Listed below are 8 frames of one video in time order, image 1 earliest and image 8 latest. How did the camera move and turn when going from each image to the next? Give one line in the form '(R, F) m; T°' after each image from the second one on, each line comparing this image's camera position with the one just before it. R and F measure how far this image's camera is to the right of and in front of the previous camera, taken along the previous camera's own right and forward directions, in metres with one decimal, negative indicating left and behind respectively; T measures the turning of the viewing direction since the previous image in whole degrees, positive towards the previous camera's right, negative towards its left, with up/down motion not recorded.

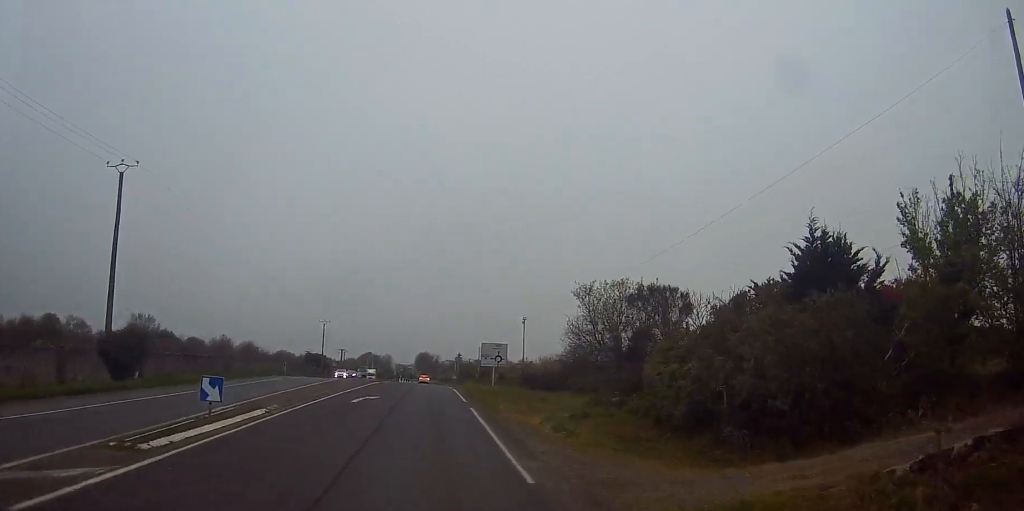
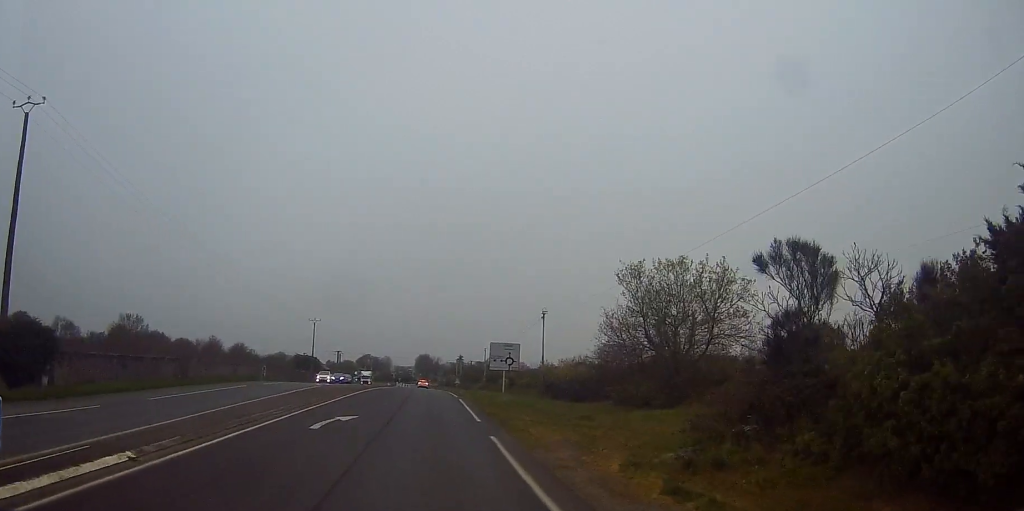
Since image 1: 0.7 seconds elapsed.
(0.0, +11.3) m; 0°
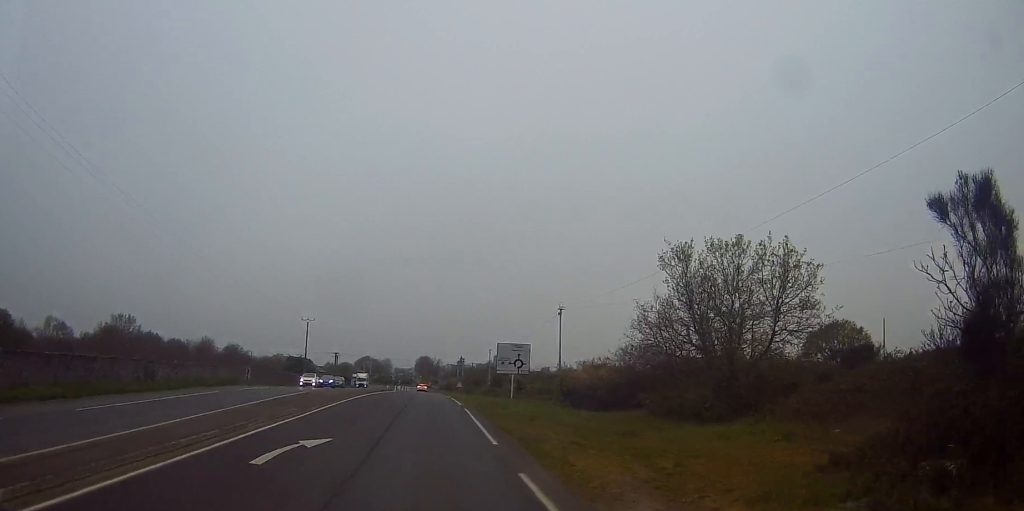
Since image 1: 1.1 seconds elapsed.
(0.0, +7.1) m; 0°
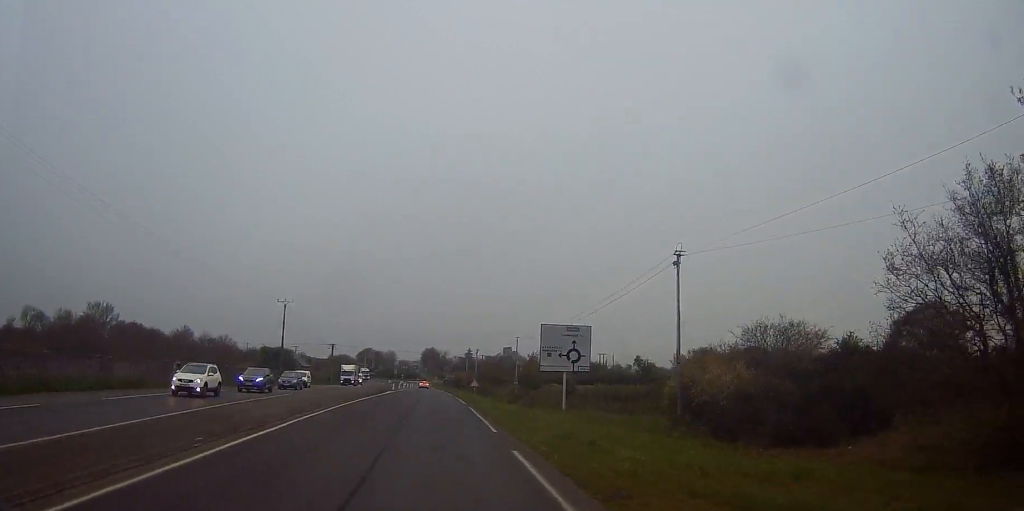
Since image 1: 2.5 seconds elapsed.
(-0.4, +22.1) m; -1°
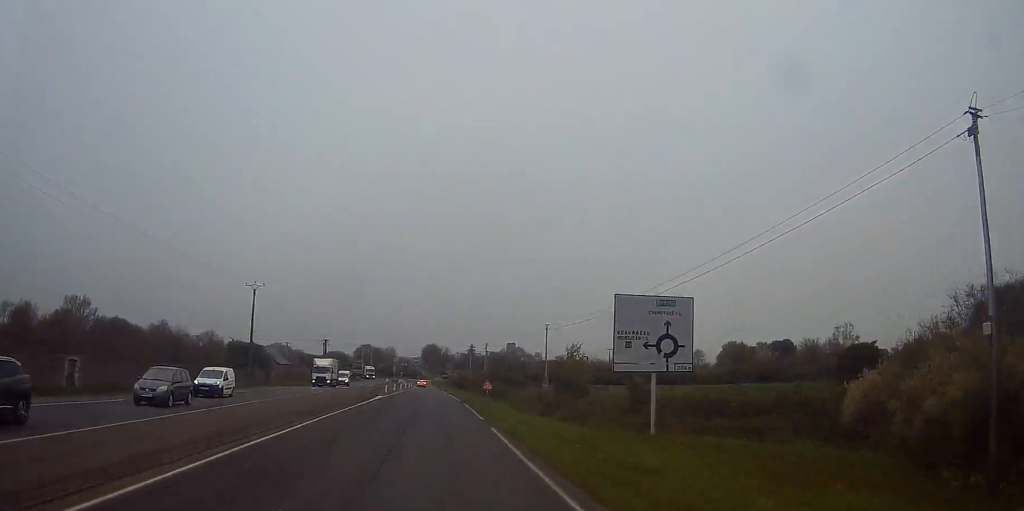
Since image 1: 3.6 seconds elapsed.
(0.0, +16.3) m; 0°
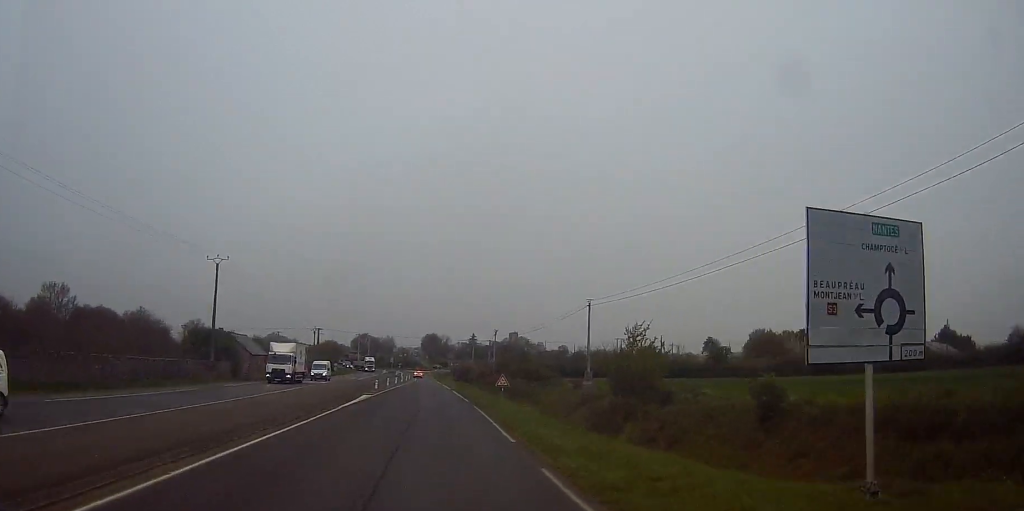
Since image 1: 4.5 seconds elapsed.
(0.0, +13.4) m; 0°
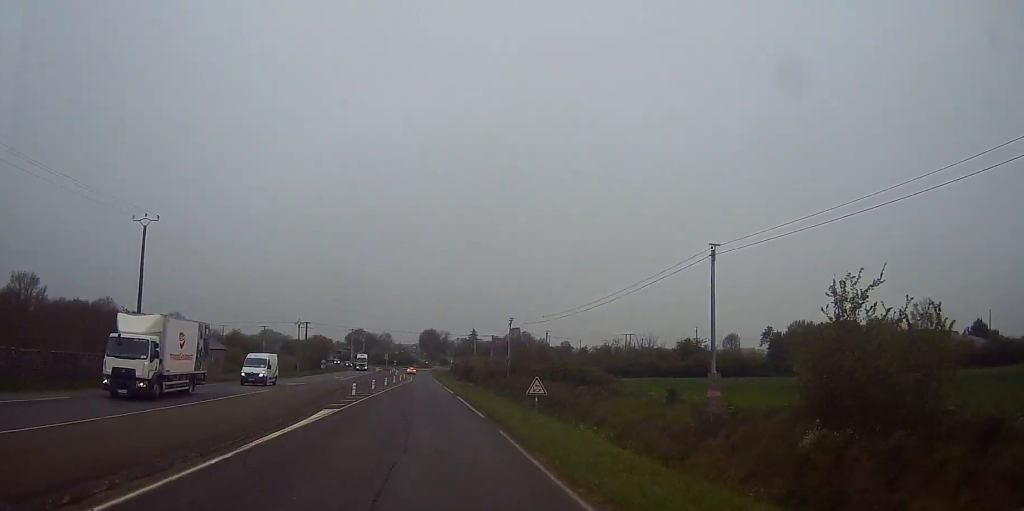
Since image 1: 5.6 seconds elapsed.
(0.0, +16.5) m; 0°
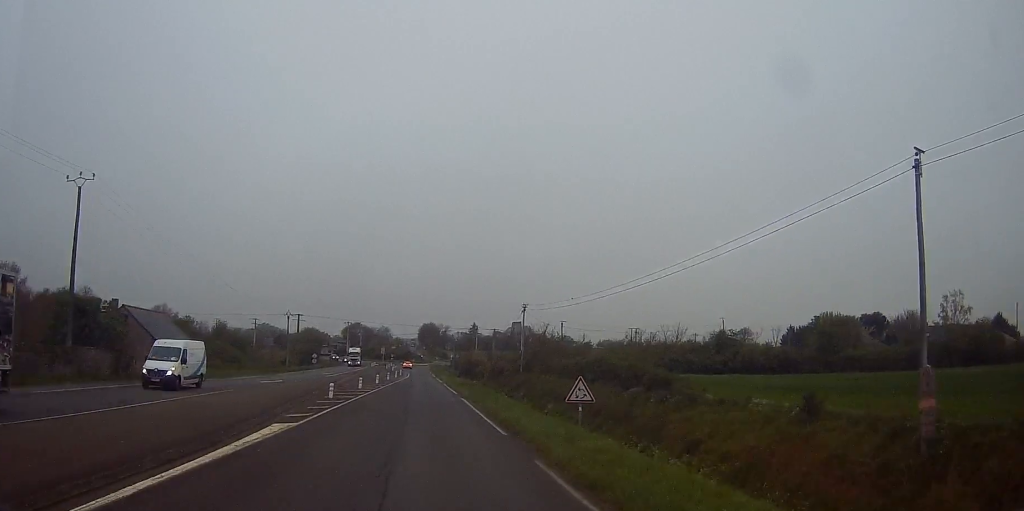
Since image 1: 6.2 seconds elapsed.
(+0.2, +9.7) m; 0°
